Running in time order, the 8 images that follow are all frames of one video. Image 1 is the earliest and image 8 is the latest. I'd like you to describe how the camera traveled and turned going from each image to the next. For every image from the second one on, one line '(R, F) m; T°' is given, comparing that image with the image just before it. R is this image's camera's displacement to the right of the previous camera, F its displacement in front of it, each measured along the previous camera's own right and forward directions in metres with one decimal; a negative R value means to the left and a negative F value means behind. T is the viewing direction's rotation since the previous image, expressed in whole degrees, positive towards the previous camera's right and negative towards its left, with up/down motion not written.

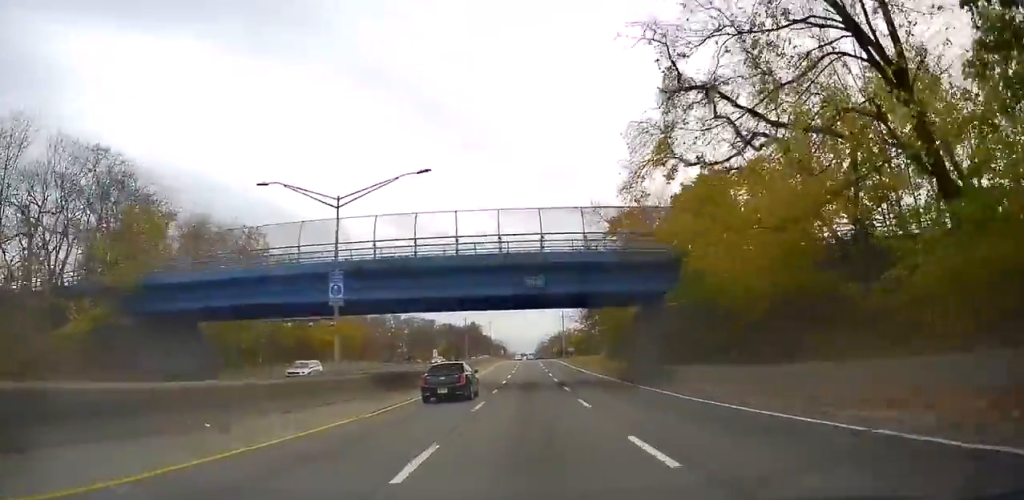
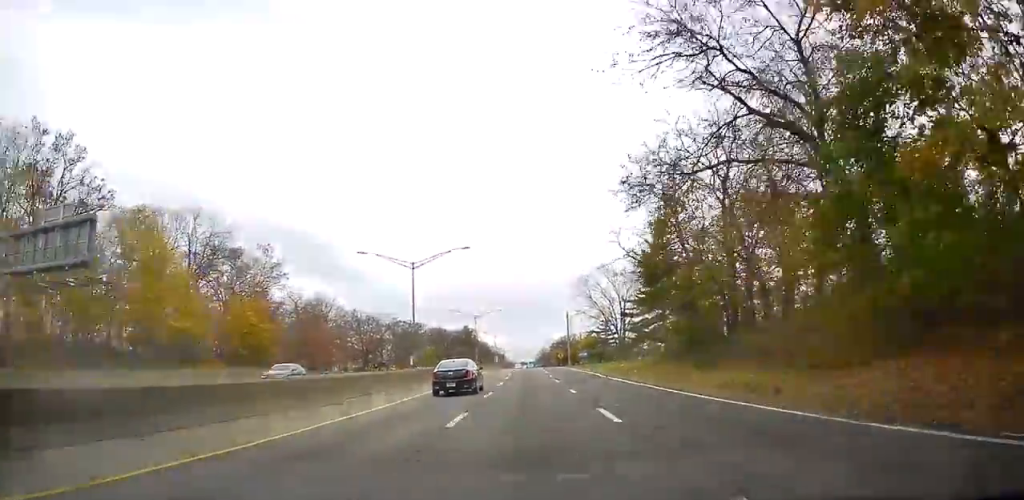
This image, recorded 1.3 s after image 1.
(0.0, +34.8) m; 0°
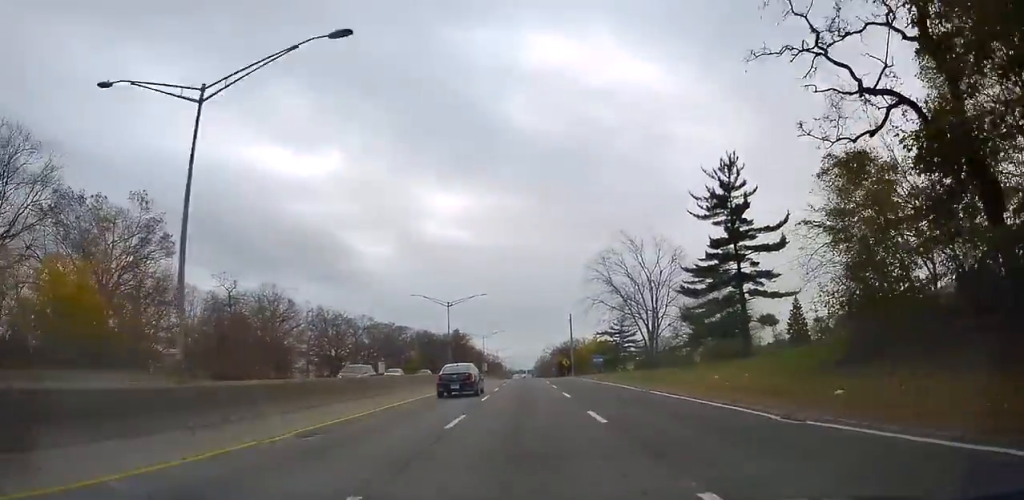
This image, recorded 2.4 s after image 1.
(0.0, +29.5) m; 0°
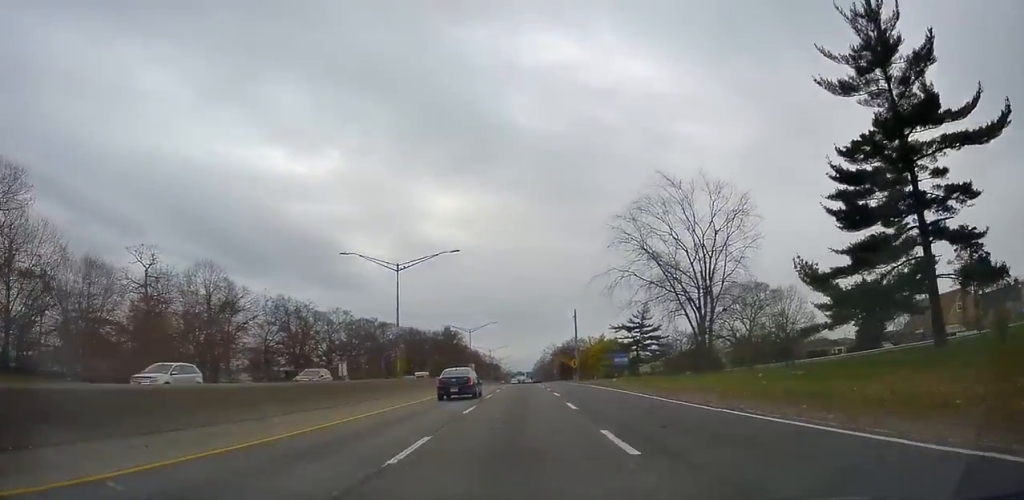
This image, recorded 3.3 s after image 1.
(0.0, +24.5) m; 0°
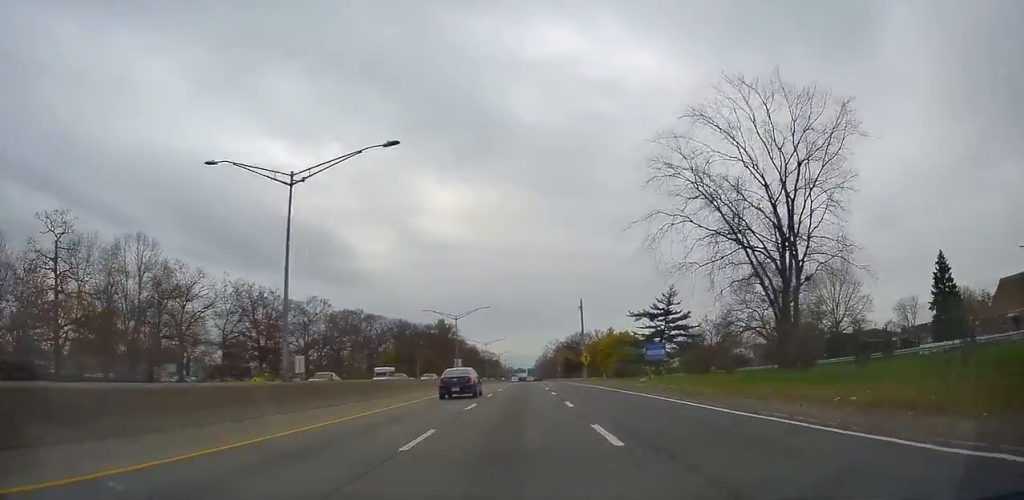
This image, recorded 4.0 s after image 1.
(0.0, +18.7) m; +1°
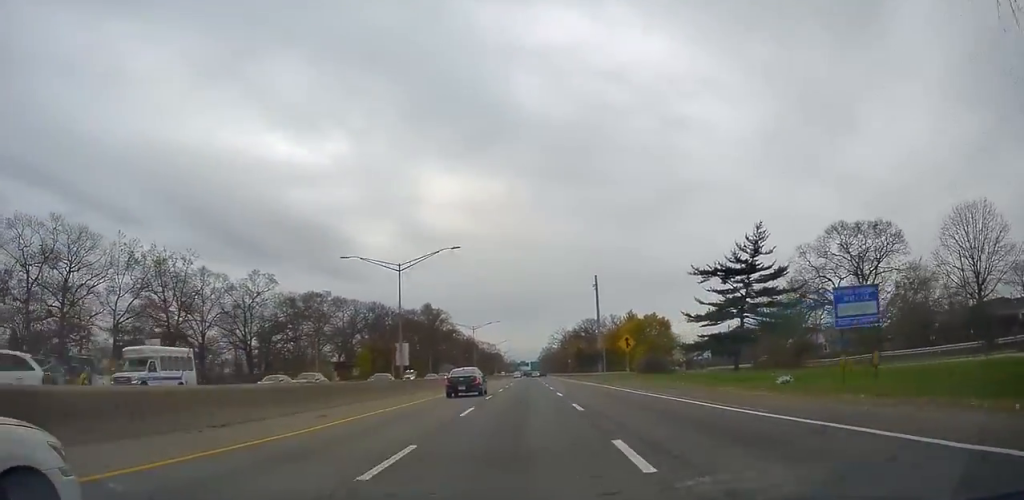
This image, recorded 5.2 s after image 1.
(+0.4, +32.7) m; -1°
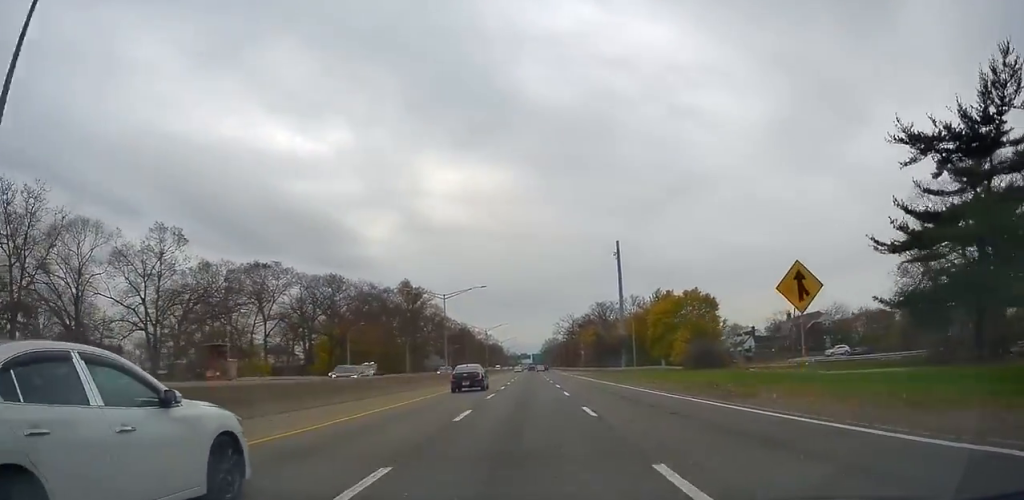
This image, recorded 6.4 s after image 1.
(-0.8, +33.4) m; -1°
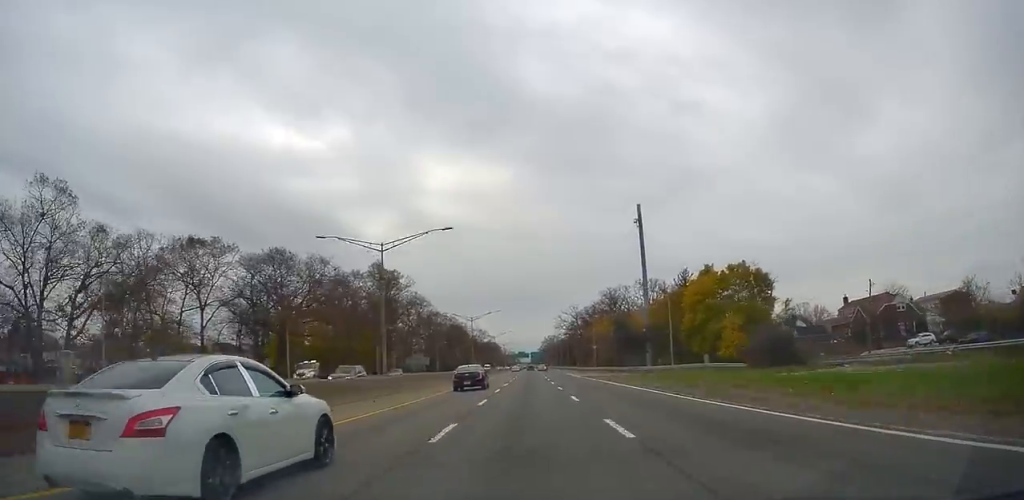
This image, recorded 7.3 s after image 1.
(+0.3, +25.0) m; +1°
